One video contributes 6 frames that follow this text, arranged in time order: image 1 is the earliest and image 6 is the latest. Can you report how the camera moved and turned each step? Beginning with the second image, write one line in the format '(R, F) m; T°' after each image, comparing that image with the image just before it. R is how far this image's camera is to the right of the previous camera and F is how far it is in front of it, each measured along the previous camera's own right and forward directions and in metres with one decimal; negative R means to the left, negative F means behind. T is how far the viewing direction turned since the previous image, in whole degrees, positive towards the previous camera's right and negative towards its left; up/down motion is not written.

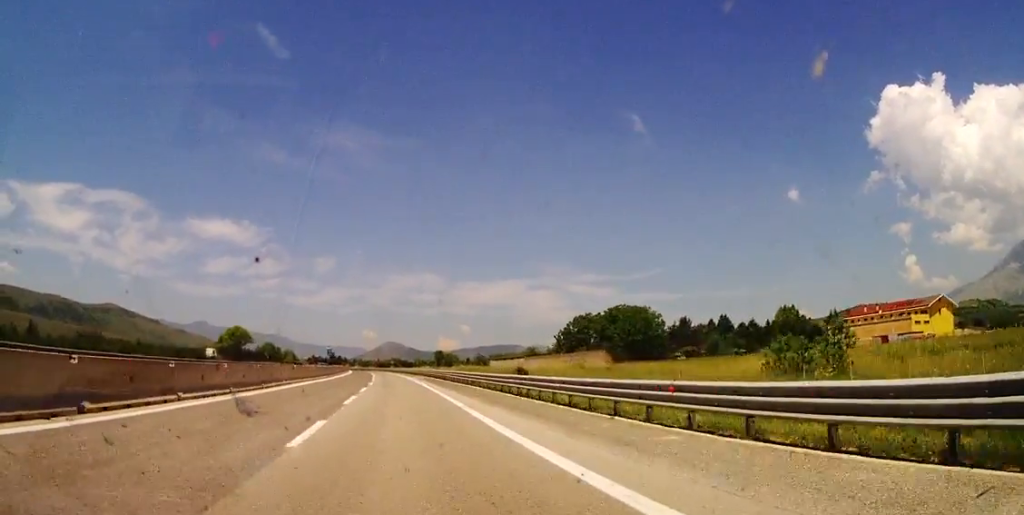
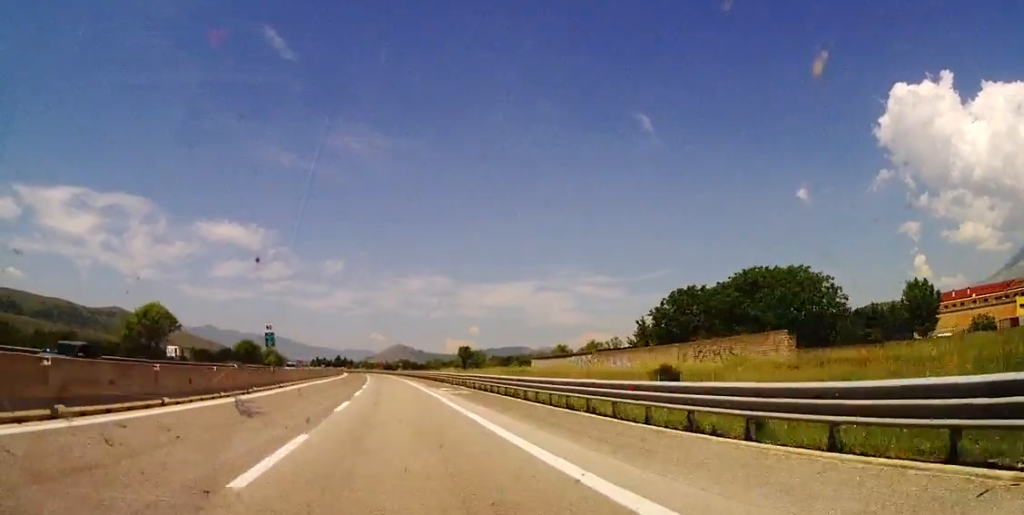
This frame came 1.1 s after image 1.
(-0.3, +38.5) m; -1°
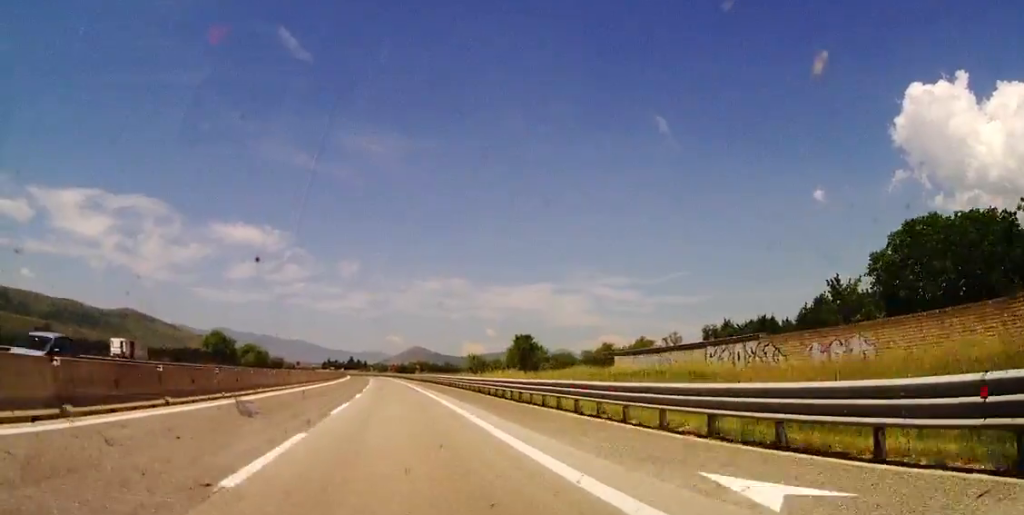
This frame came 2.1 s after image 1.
(0.0, +37.2) m; -1°
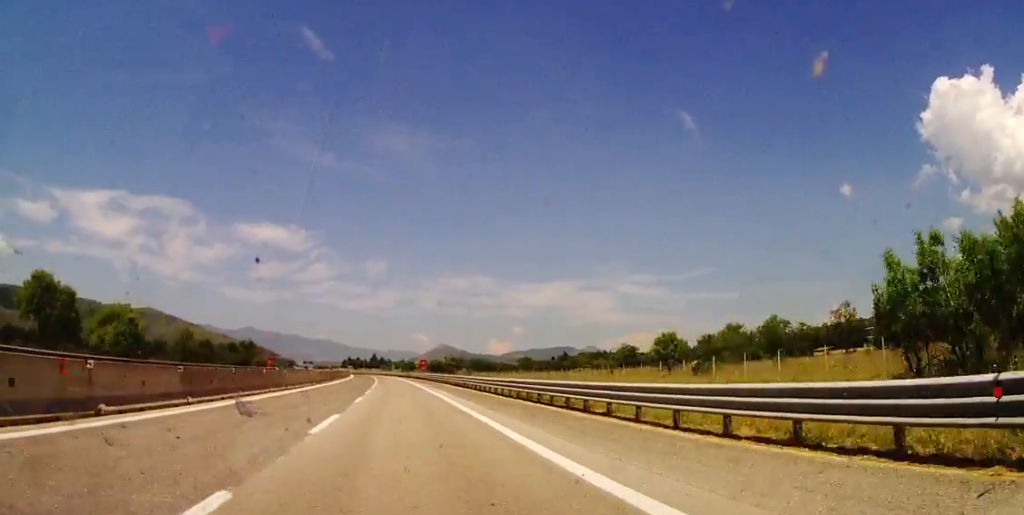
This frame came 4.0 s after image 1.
(-1.9, +67.5) m; -2°
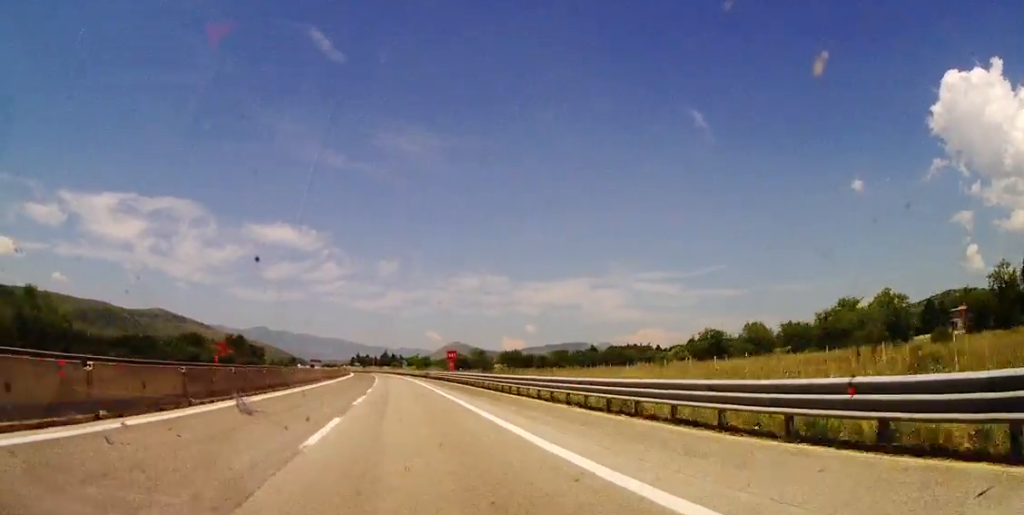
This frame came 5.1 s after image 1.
(0.0, +37.6) m; -1°
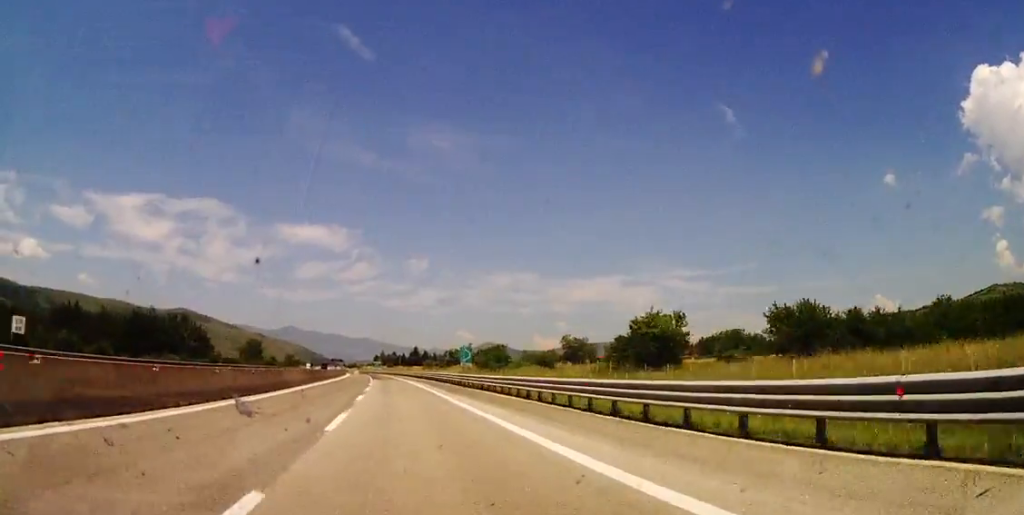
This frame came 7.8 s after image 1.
(-2.1, +94.9) m; -2°
